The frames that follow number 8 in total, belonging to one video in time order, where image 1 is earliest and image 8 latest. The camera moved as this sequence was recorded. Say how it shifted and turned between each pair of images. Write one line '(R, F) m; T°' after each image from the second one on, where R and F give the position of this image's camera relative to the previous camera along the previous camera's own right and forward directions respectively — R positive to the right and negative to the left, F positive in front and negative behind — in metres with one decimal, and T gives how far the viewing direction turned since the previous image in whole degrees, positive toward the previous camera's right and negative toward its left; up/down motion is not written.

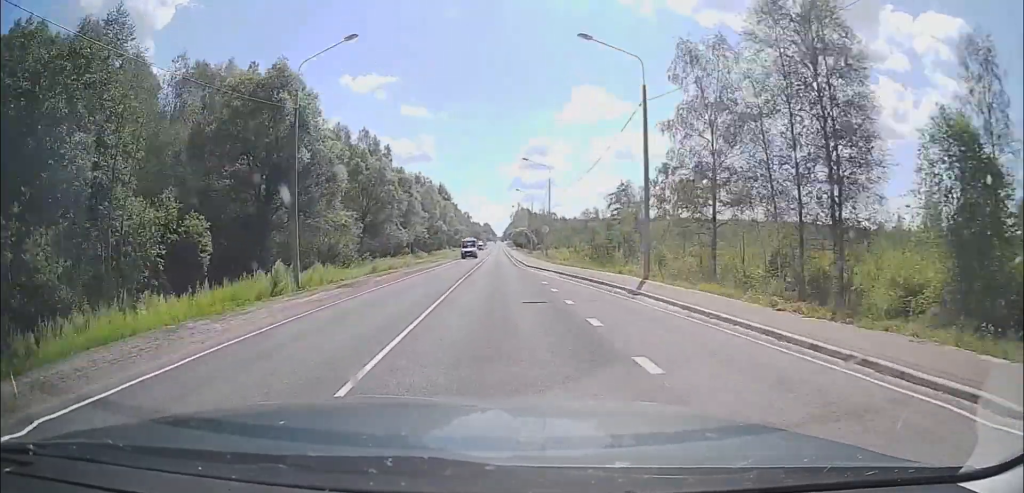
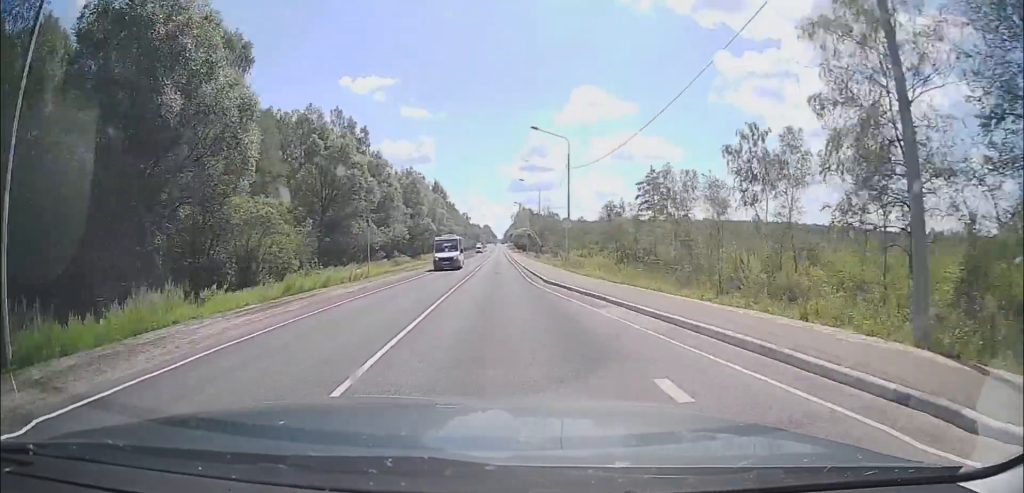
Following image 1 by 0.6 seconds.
(0.0, +16.6) m; 0°
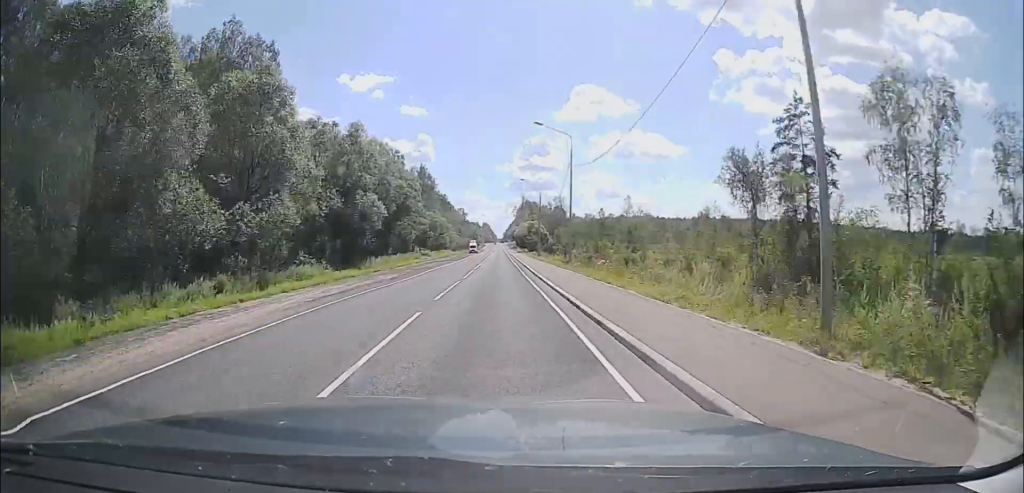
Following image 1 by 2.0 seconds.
(0.0, +36.3) m; 0°
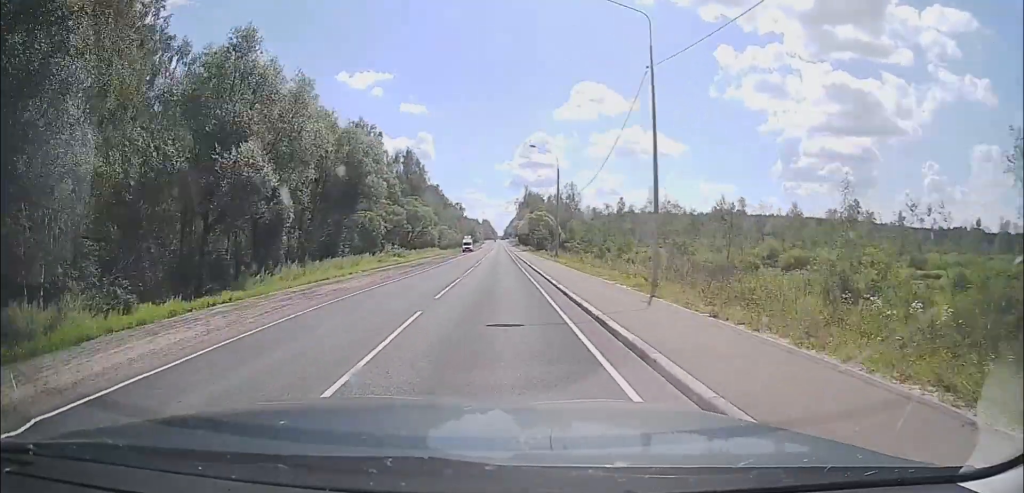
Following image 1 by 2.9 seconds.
(0.0, +24.0) m; 0°
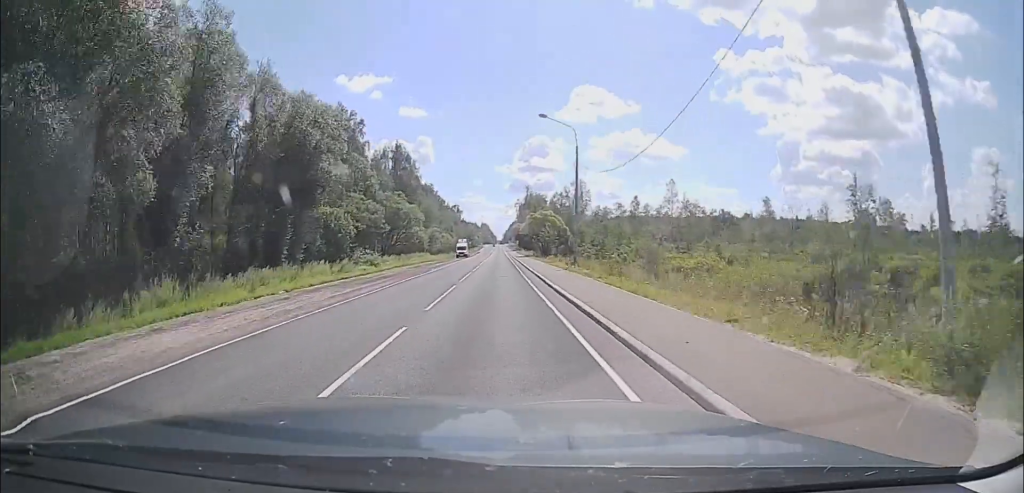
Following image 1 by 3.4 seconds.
(0.0, +12.5) m; 0°
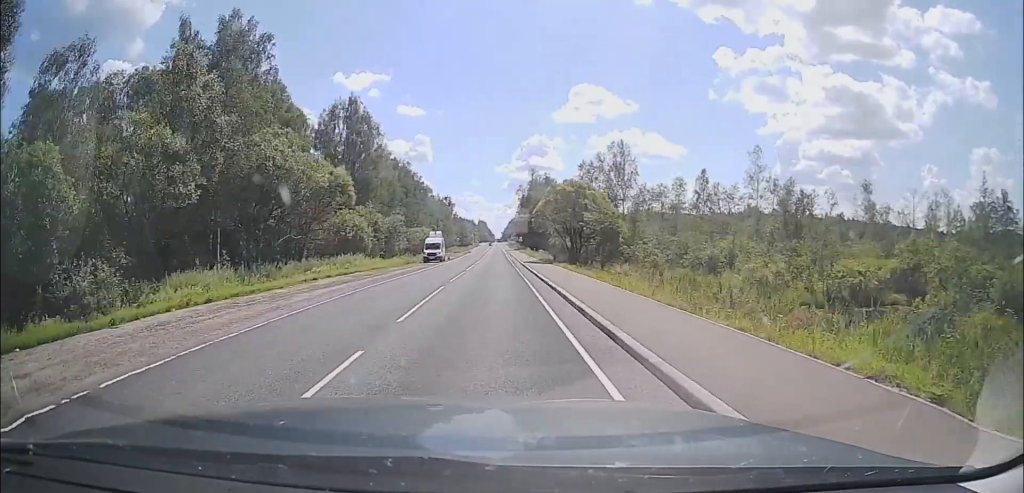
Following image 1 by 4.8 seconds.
(+0.1, +39.3) m; 0°
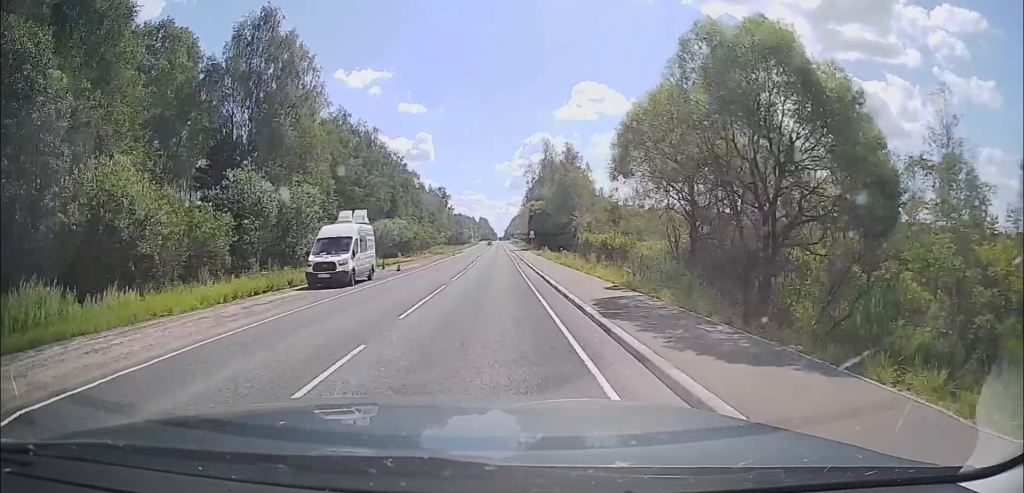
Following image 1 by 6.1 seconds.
(-0.3, +34.5) m; -1°
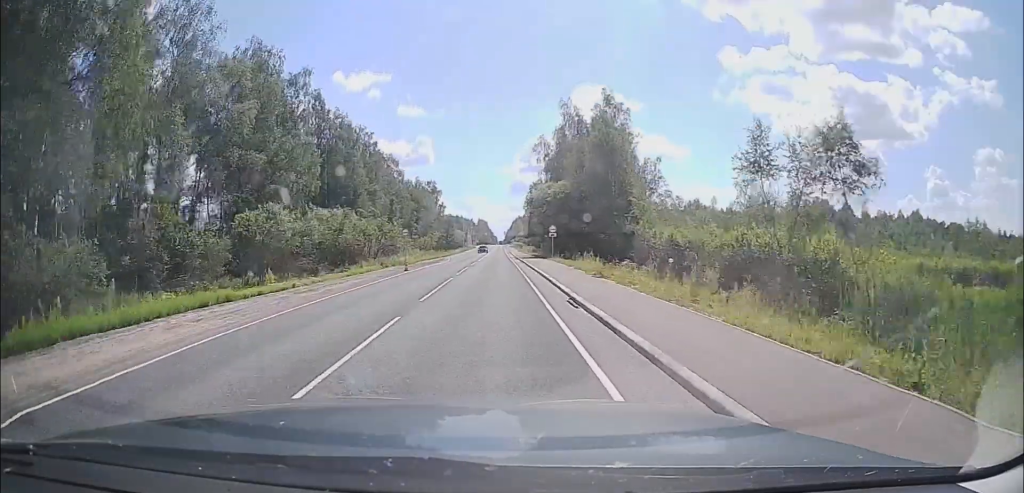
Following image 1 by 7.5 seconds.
(+0.2, +34.7) m; +1°
